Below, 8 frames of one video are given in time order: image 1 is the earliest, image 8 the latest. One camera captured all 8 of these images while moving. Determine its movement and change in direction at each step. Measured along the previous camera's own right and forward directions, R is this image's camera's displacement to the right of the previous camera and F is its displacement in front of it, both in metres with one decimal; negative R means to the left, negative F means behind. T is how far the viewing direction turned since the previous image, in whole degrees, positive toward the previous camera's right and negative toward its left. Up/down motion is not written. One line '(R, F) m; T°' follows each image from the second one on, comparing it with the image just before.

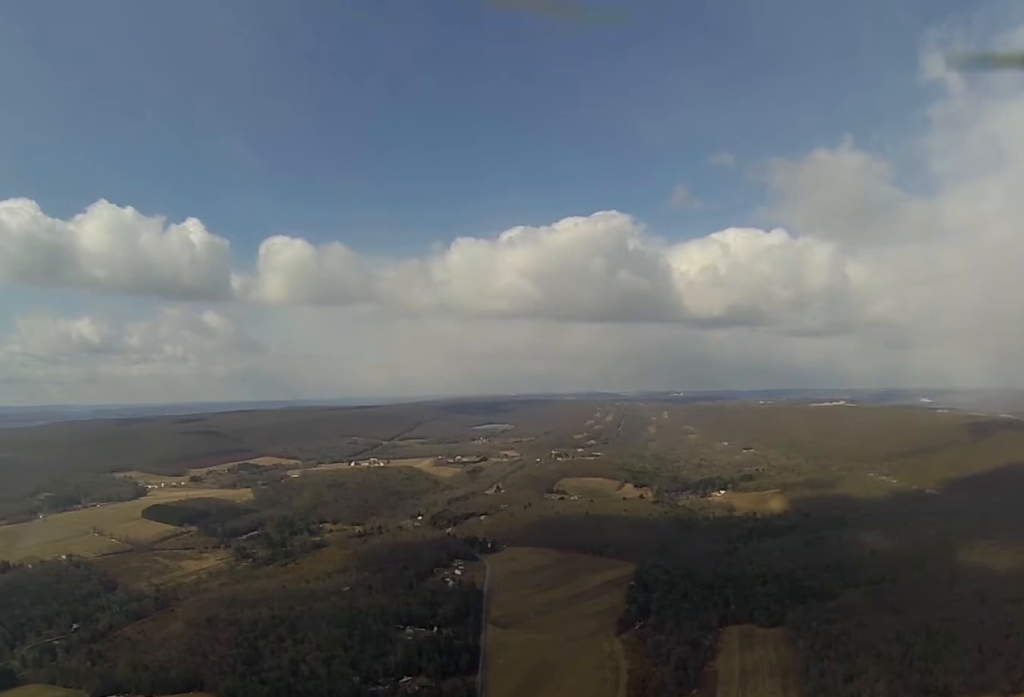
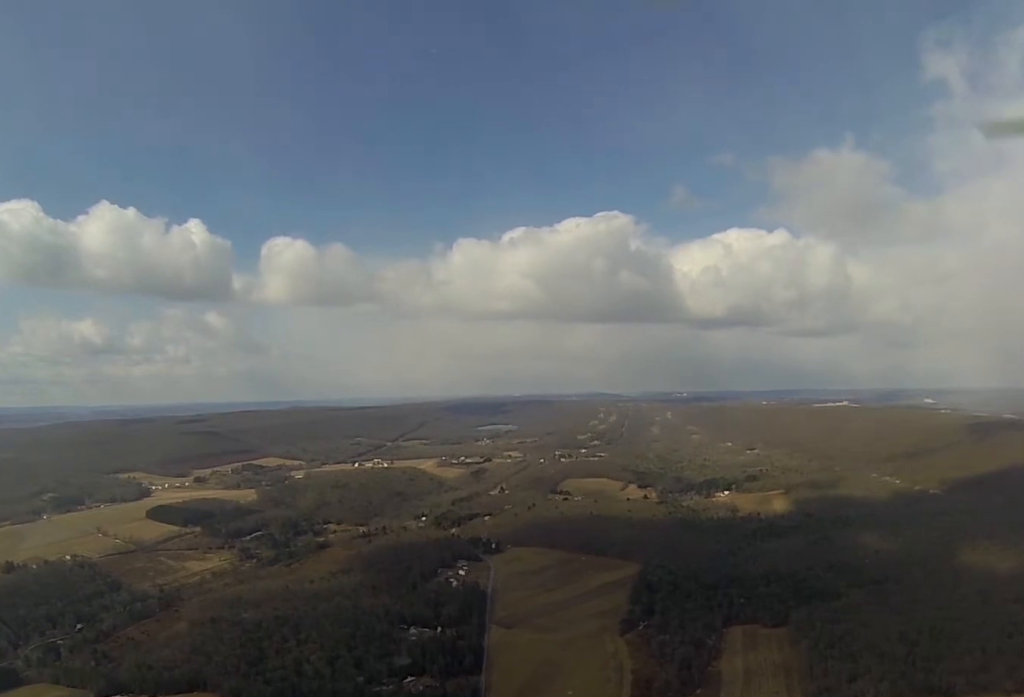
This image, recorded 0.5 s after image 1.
(0.0, +1.3) m; -1°
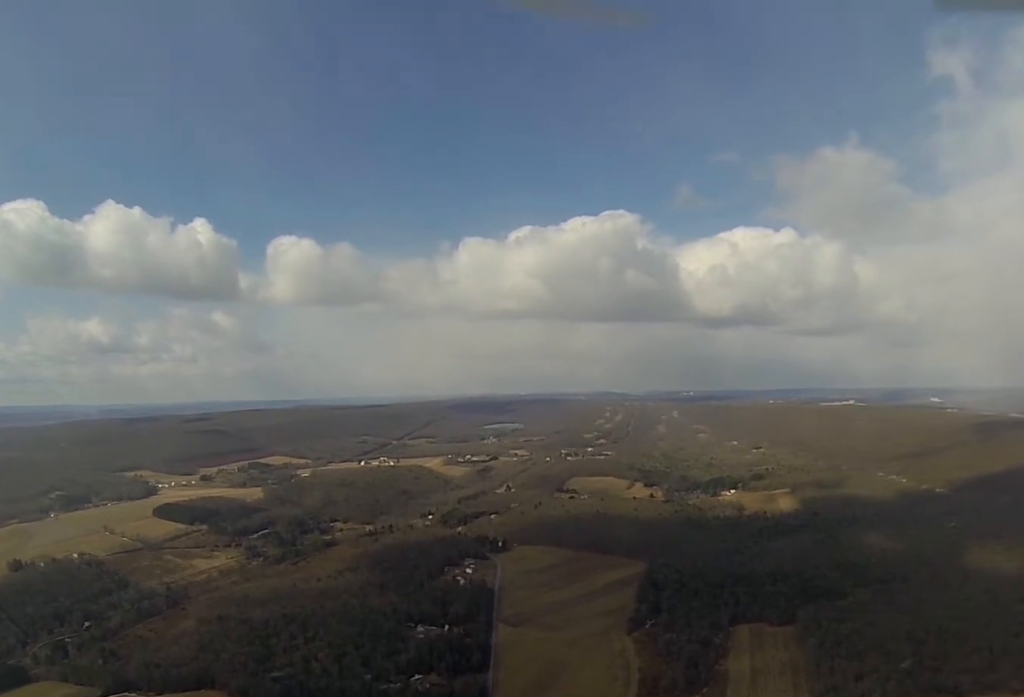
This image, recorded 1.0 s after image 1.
(0.0, +1.1) m; -1°
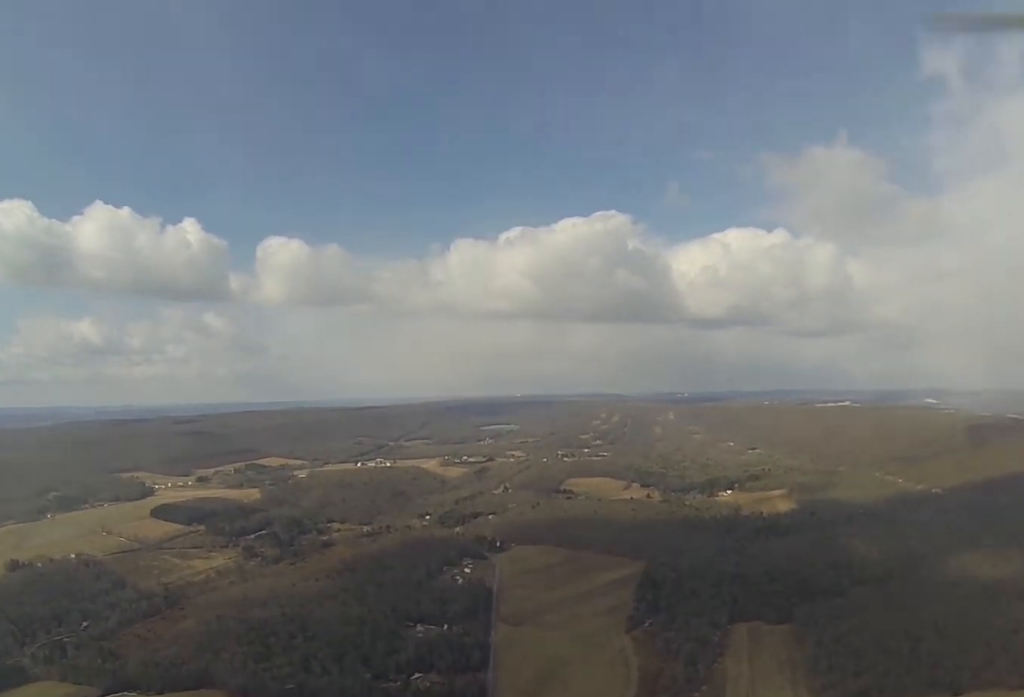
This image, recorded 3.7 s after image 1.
(0.0, +8.7) m; +1°
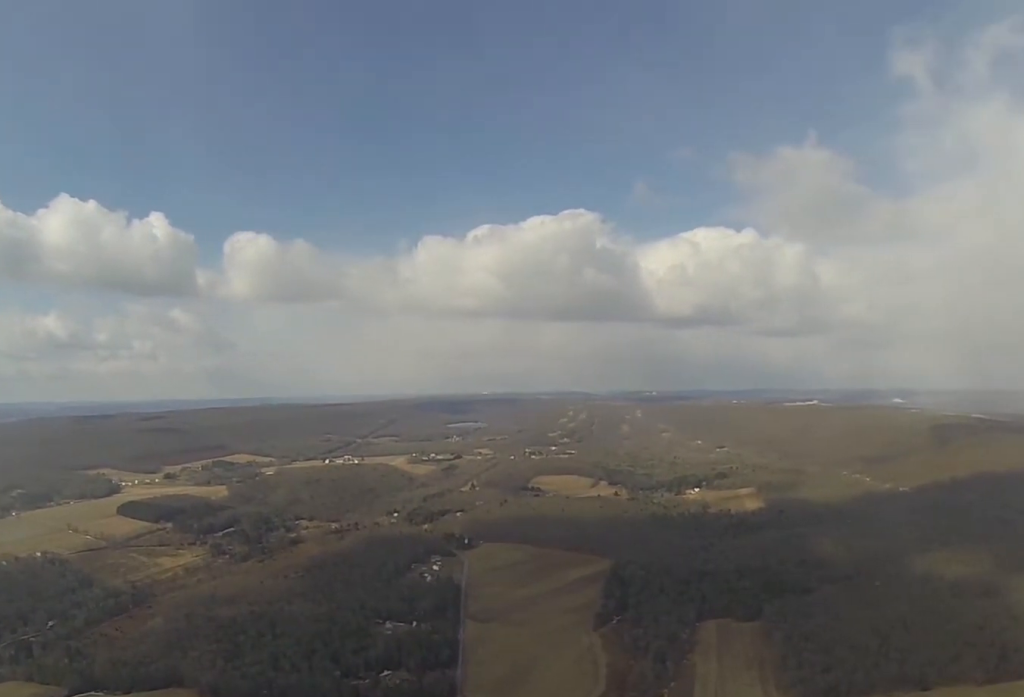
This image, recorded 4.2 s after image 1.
(0.0, +2.3) m; +1°
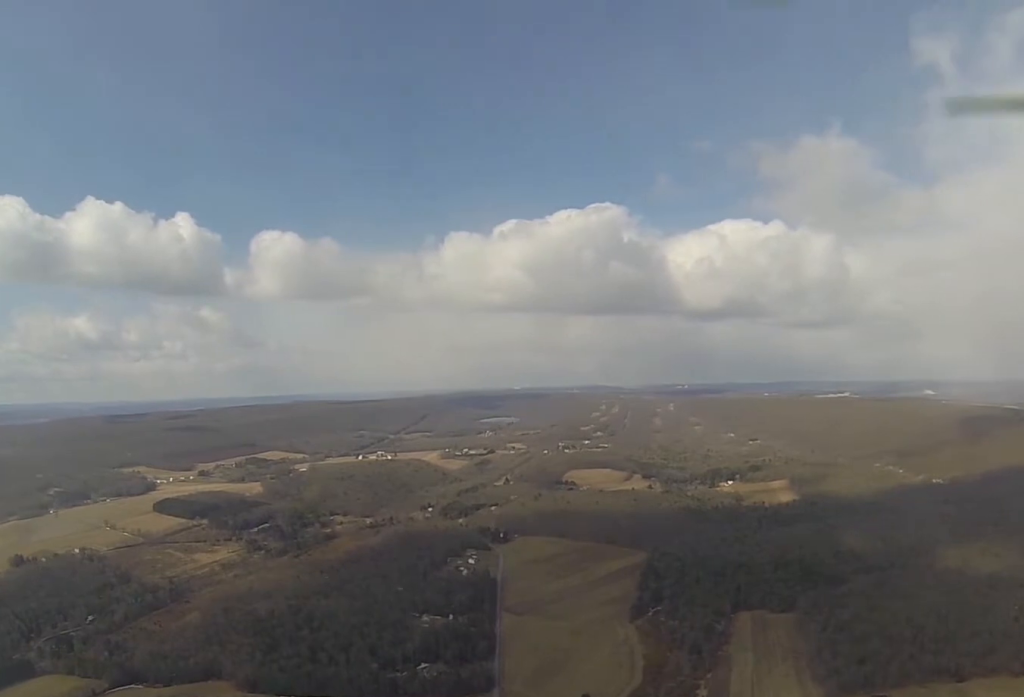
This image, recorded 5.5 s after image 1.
(+0.1, +3.9) m; +1°
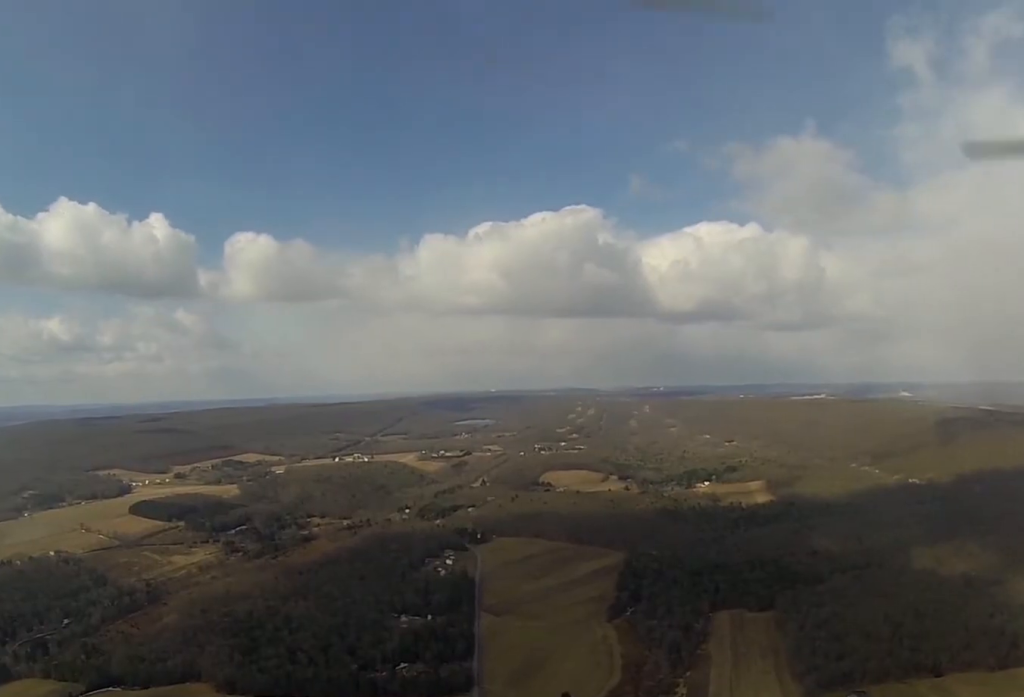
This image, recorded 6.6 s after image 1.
(0.0, +2.3) m; 0°
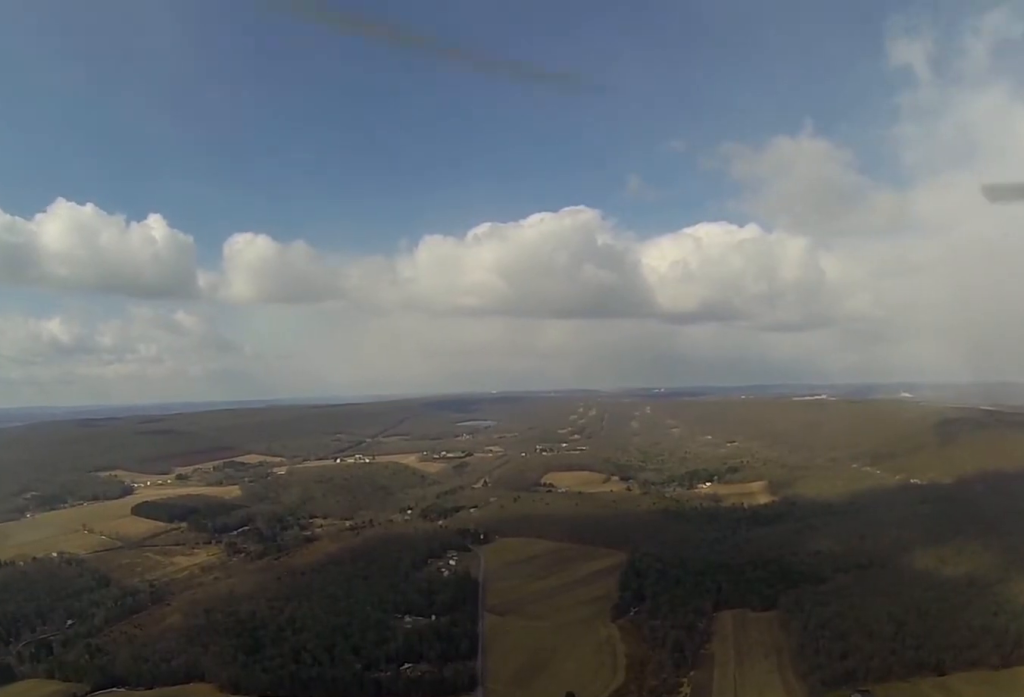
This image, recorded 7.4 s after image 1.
(0.0, +1.4) m; +2°
